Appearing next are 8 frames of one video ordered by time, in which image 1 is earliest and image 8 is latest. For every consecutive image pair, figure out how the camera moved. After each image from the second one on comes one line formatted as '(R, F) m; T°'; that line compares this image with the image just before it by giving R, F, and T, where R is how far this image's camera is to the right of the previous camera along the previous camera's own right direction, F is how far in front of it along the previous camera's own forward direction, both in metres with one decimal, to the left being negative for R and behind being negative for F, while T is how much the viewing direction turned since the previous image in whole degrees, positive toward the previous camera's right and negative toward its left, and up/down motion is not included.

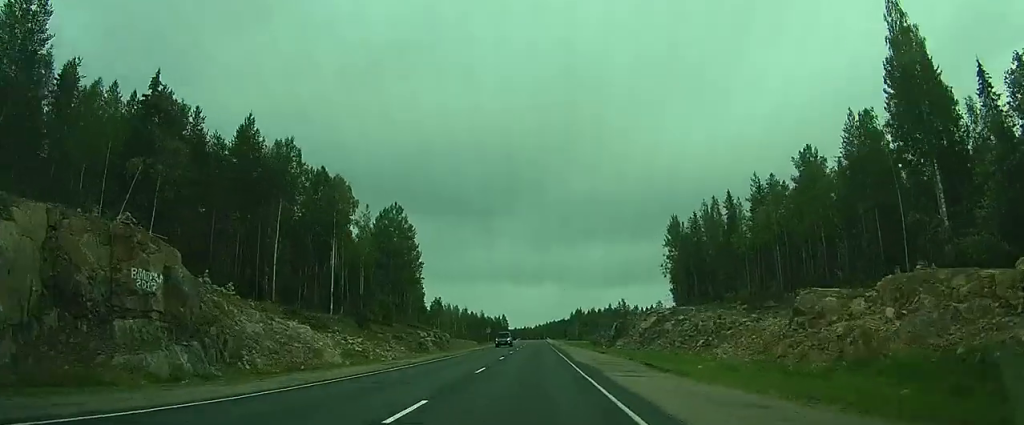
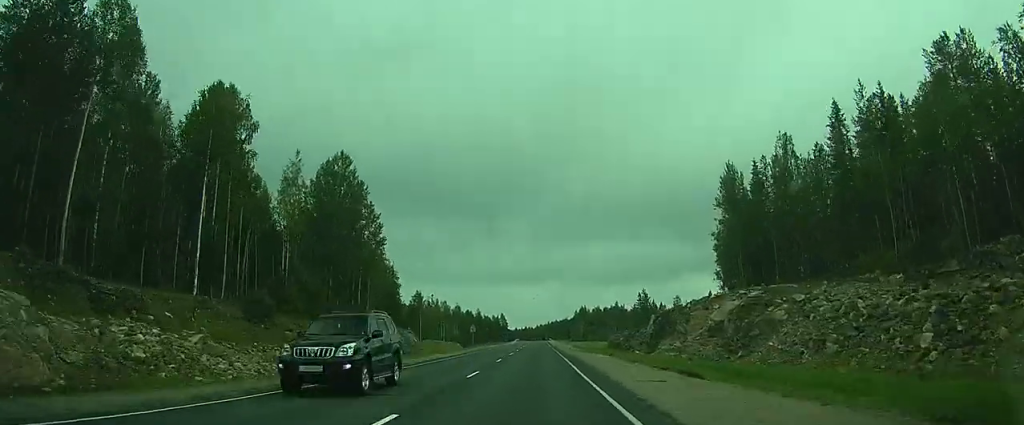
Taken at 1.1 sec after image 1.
(+0.5, +31.9) m; +1°
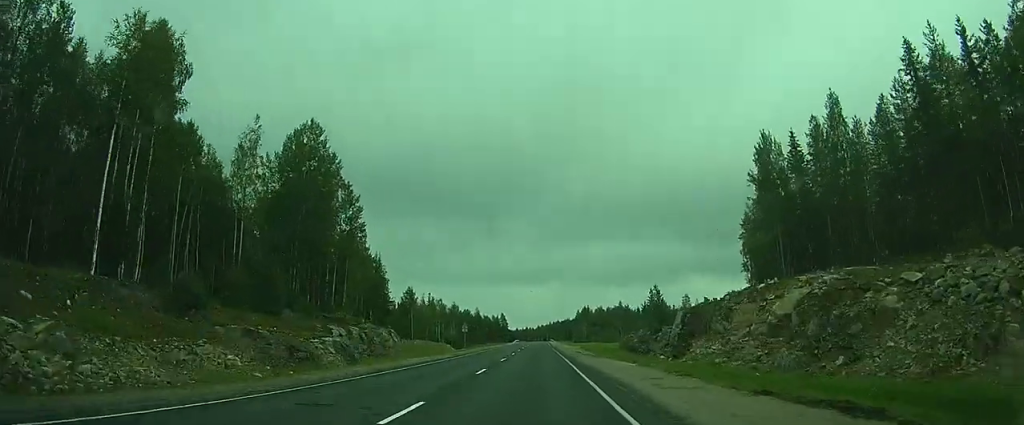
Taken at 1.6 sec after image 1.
(0.0, +13.4) m; 0°
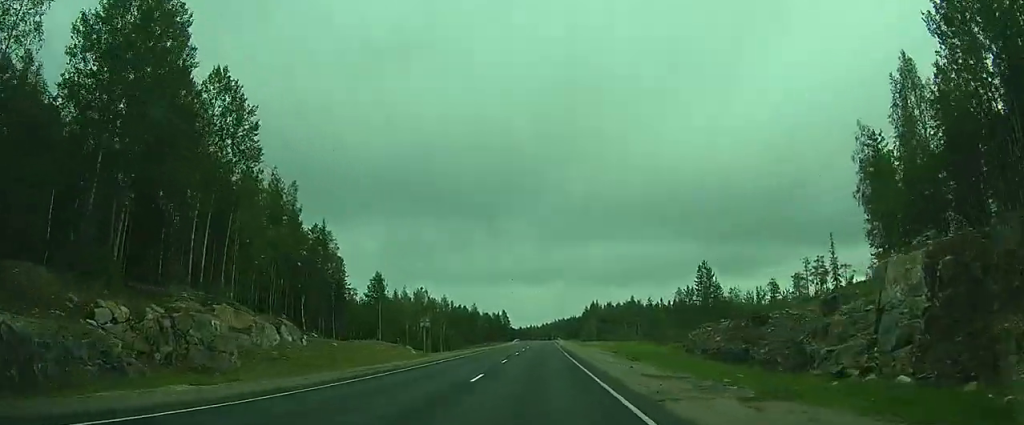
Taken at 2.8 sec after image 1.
(0.0, +38.4) m; 0°
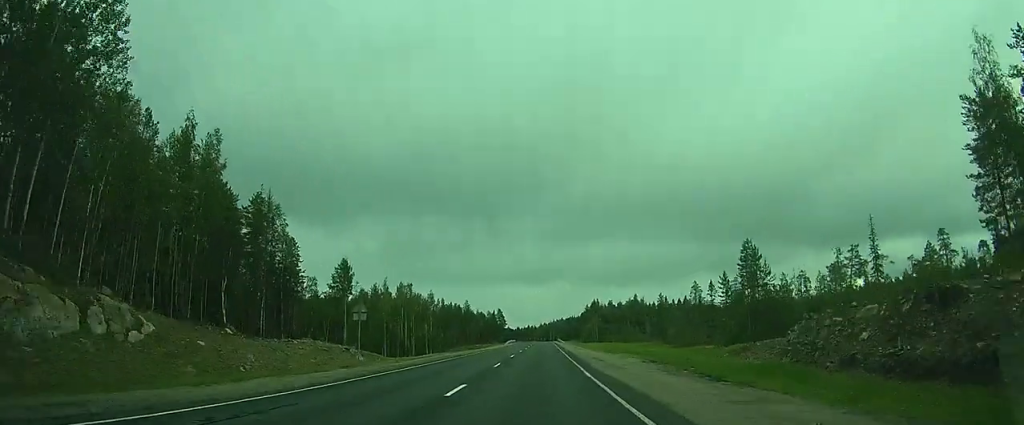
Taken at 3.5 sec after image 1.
(0.0, +23.2) m; 0°
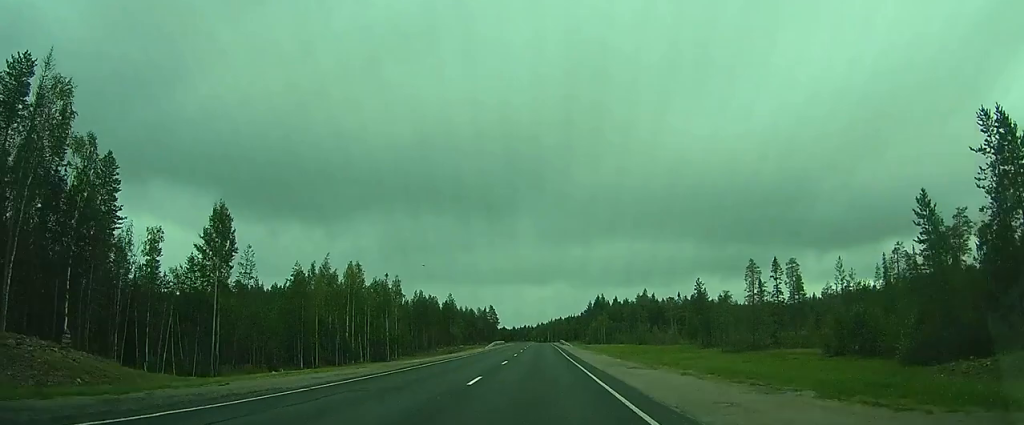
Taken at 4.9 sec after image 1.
(0.0, +47.6) m; 0°
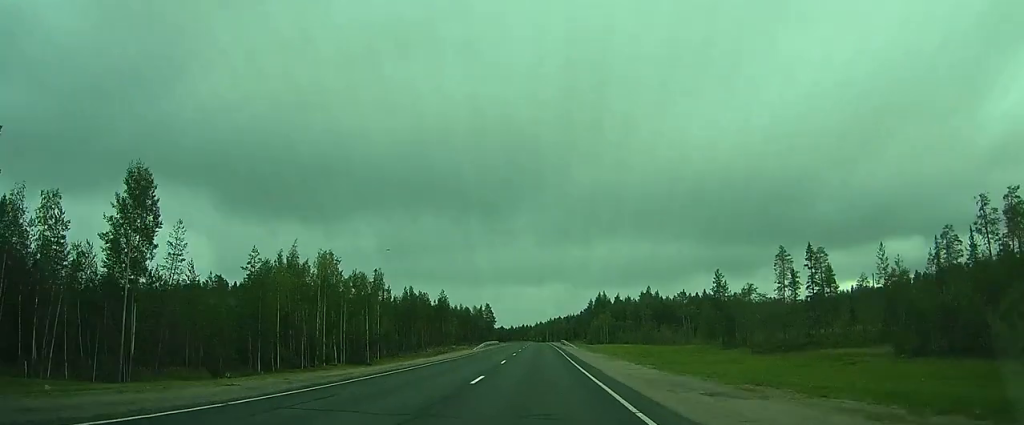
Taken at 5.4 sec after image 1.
(0.0, +16.0) m; 0°
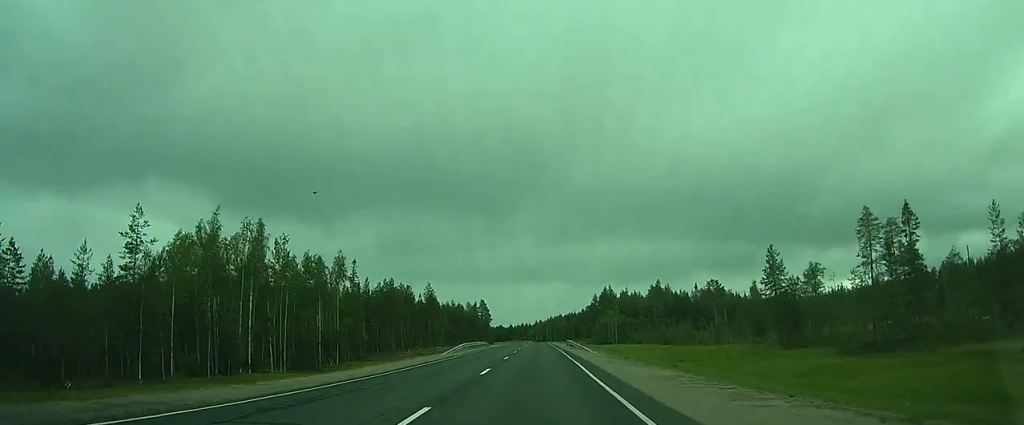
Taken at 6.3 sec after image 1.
(+0.1, +27.7) m; +1°
